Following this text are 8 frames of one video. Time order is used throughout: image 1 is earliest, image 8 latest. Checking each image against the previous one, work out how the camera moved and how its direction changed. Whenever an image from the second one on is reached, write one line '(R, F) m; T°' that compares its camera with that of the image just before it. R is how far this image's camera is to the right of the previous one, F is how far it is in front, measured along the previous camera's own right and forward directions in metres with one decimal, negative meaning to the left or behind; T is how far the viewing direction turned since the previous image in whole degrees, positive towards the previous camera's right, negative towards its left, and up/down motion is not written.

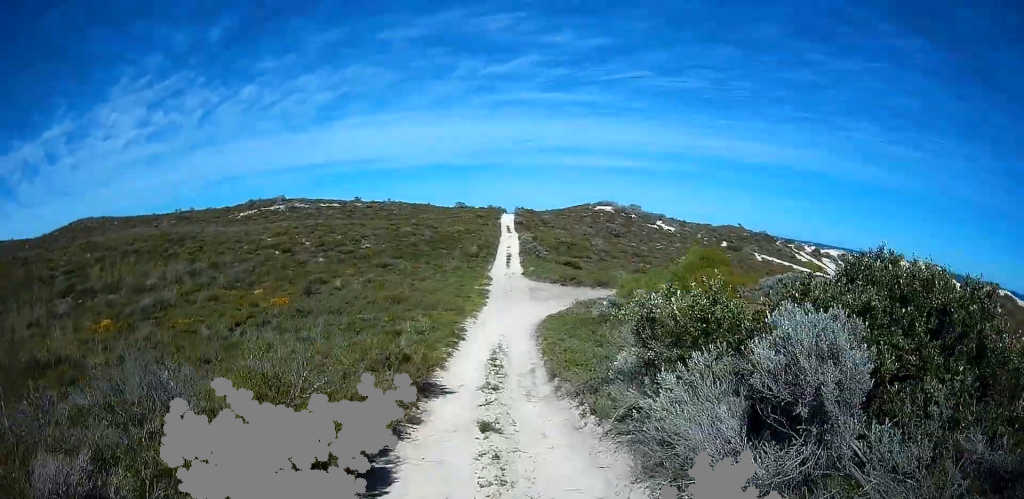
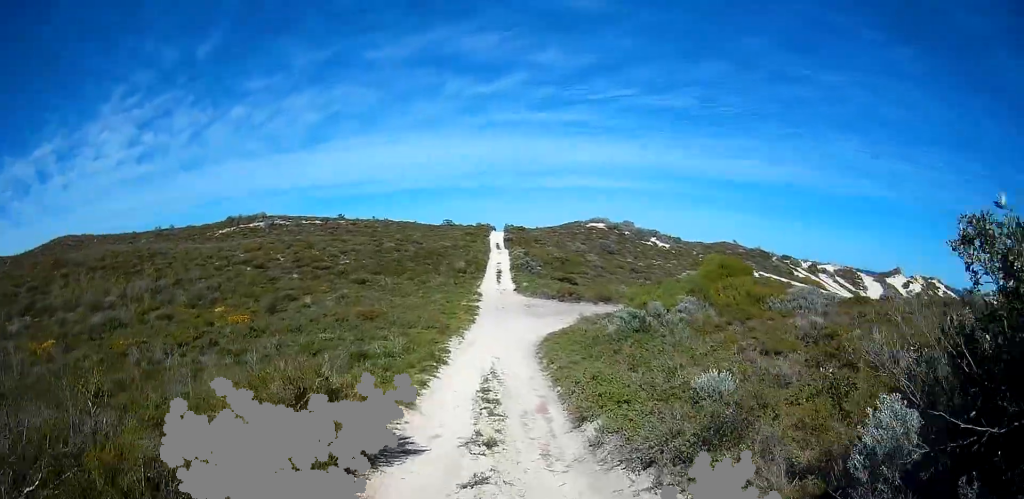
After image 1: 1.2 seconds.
(+0.6, +4.8) m; +8°
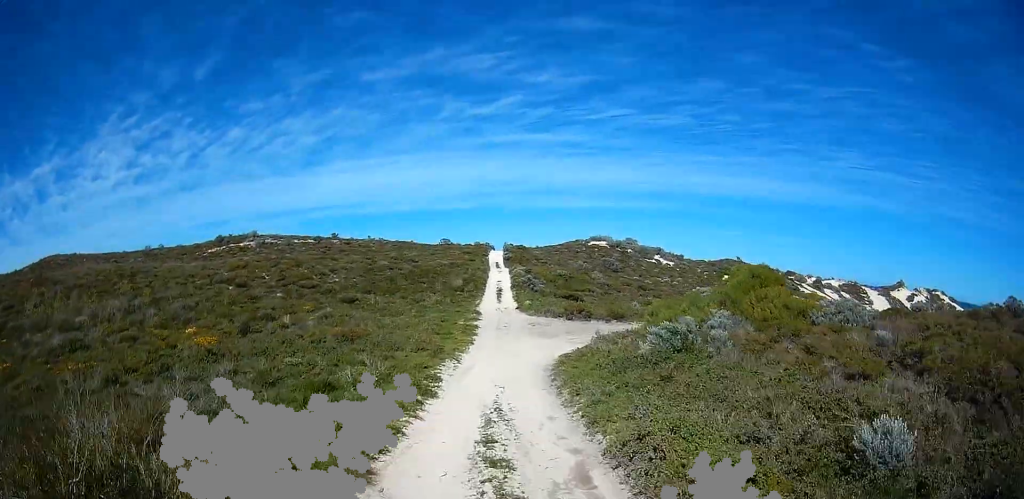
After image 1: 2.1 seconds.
(0.0, +4.1) m; 0°
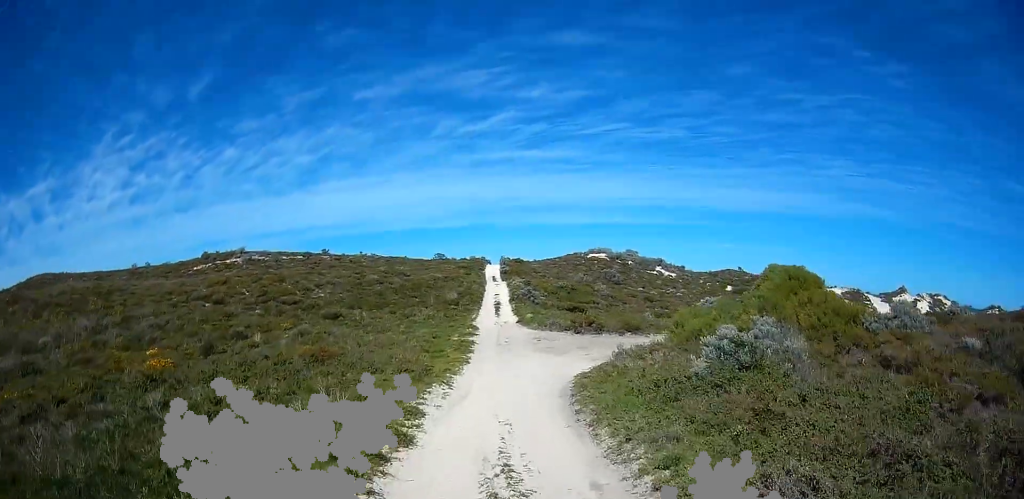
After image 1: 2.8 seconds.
(0.0, +4.0) m; 0°
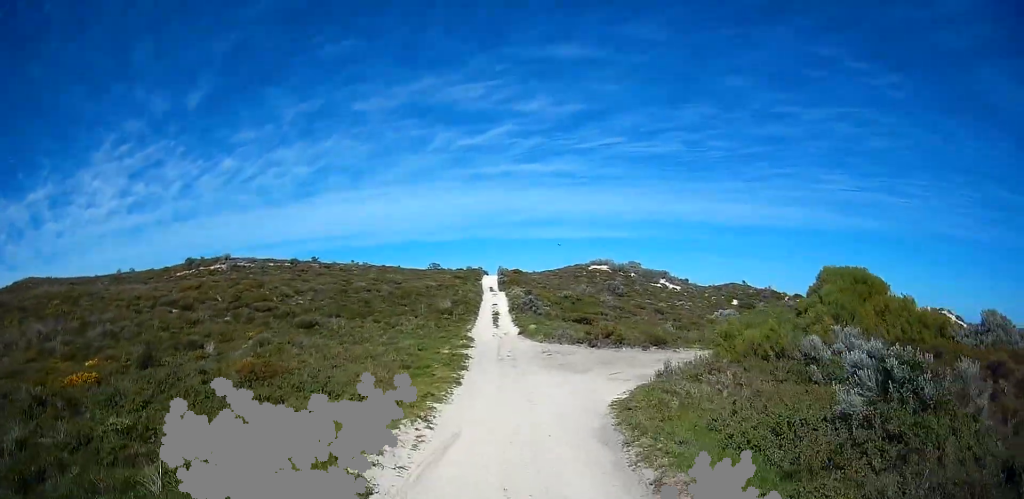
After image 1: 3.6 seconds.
(0.0, +5.1) m; +1°
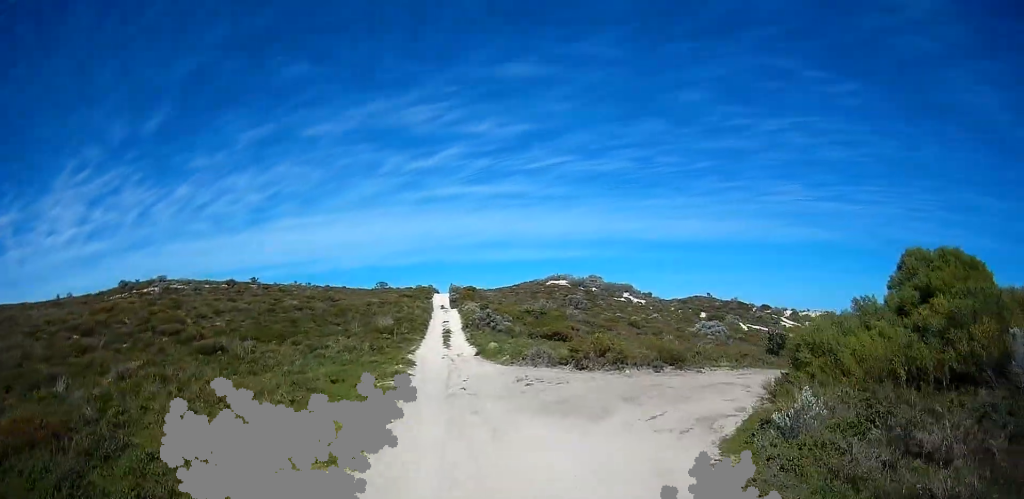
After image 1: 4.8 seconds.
(+0.4, +7.5) m; +10°
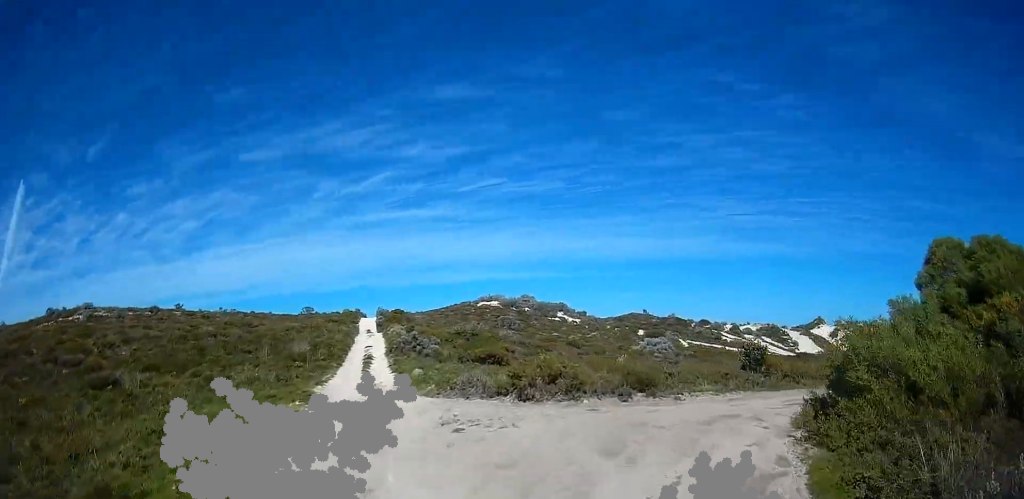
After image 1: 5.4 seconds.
(+0.4, +4.0) m; +6°
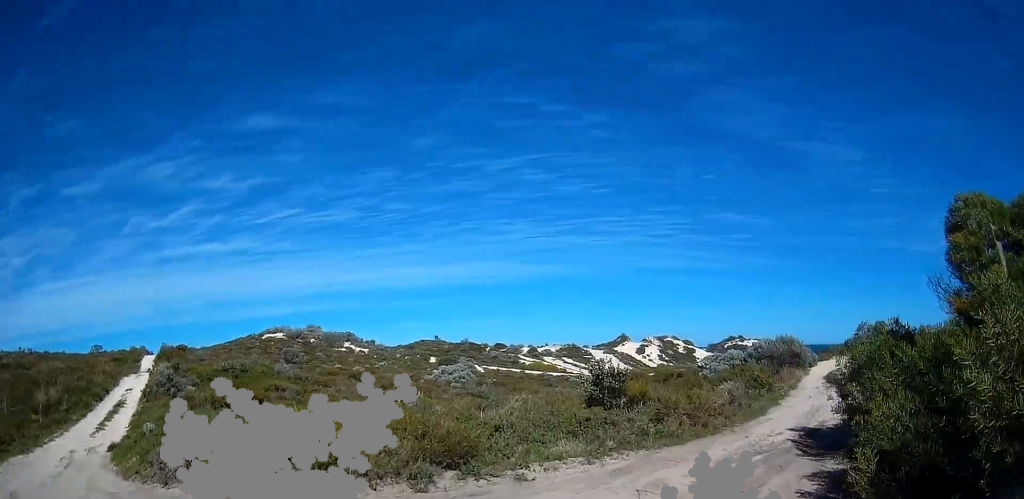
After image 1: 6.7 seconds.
(+0.4, +6.8) m; +14°
